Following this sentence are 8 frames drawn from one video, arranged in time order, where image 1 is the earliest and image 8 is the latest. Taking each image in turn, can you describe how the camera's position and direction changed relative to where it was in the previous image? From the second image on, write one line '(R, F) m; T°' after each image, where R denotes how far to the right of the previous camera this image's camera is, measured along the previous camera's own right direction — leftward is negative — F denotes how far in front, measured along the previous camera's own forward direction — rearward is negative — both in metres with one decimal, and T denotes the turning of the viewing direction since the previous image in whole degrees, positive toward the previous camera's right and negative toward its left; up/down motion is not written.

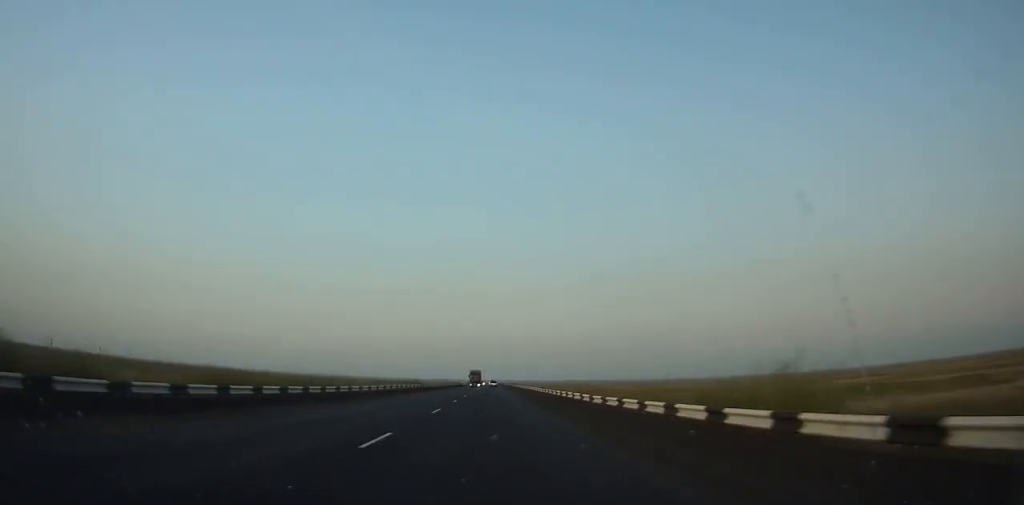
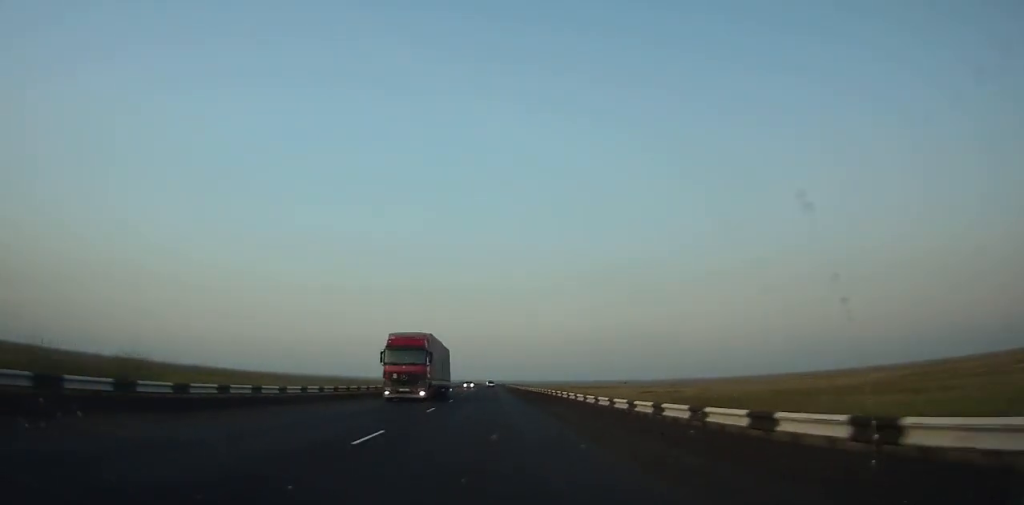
(+0.1, +58.7) m; 0°
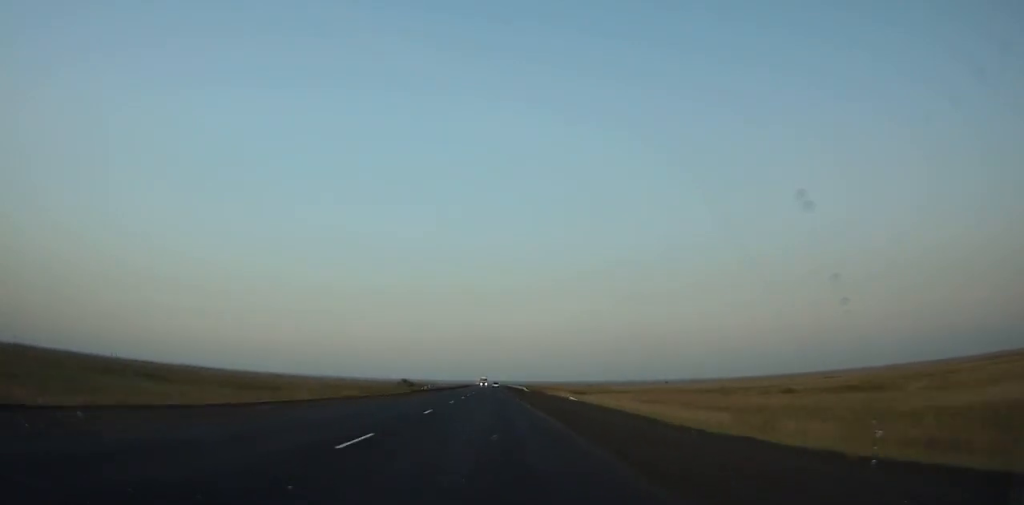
(-0.7, +196.0) m; 0°
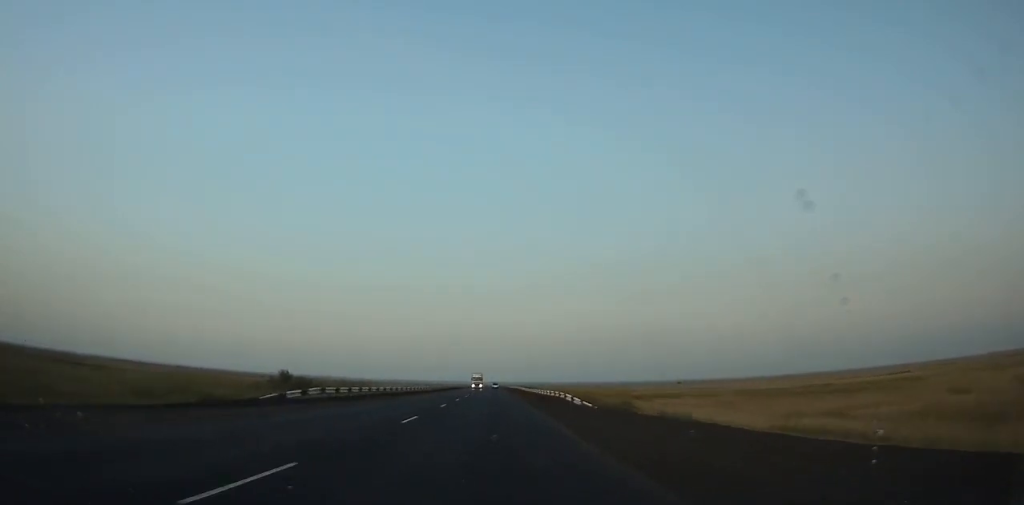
(+0.1, +53.8) m; 0°
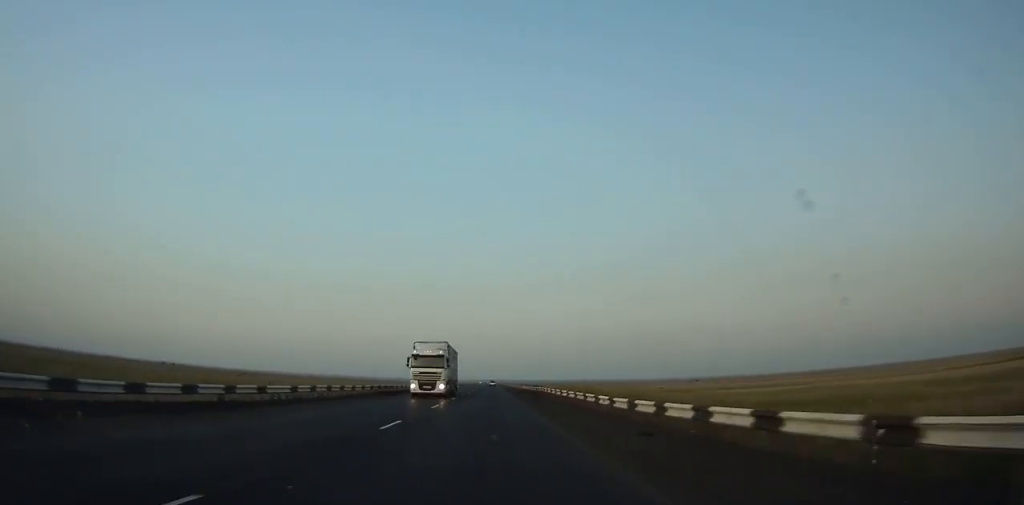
(+0.1, +62.1) m; 0°
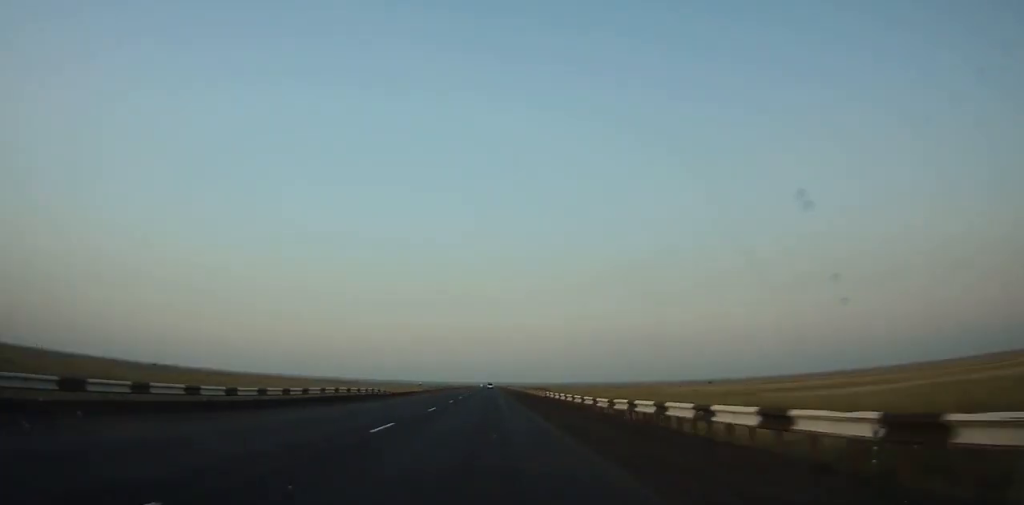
(0.0, +36.4) m; 0°
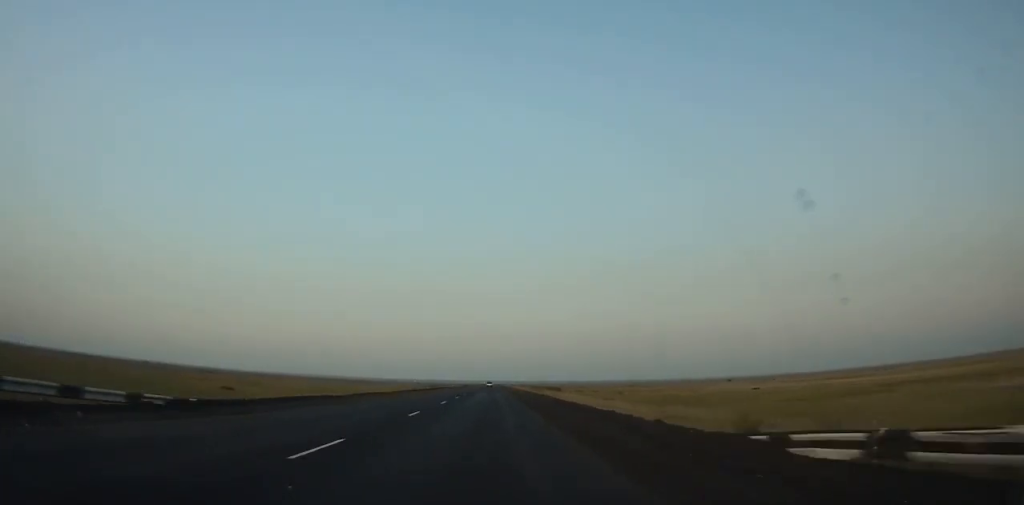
(+0.2, +42.2) m; 0°
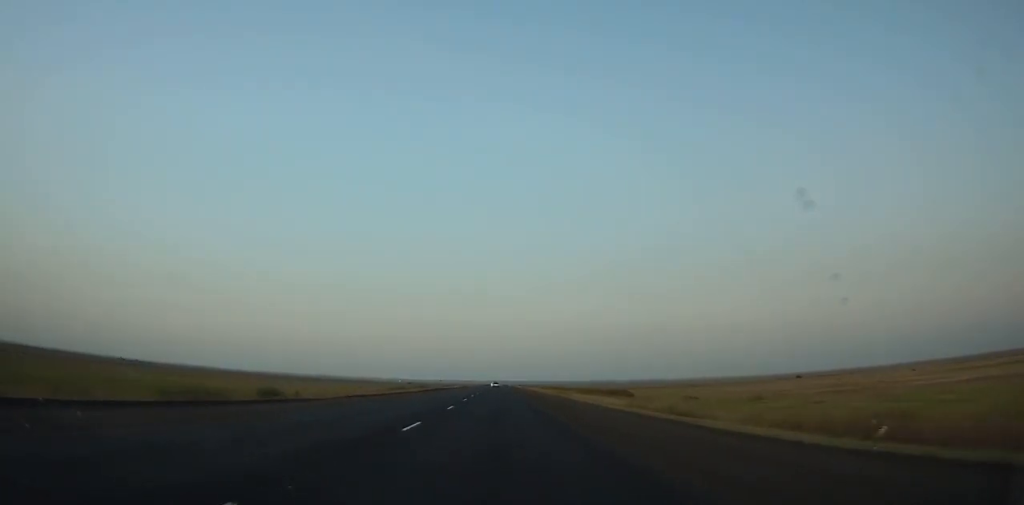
(-0.2, +114.6) m; 0°
